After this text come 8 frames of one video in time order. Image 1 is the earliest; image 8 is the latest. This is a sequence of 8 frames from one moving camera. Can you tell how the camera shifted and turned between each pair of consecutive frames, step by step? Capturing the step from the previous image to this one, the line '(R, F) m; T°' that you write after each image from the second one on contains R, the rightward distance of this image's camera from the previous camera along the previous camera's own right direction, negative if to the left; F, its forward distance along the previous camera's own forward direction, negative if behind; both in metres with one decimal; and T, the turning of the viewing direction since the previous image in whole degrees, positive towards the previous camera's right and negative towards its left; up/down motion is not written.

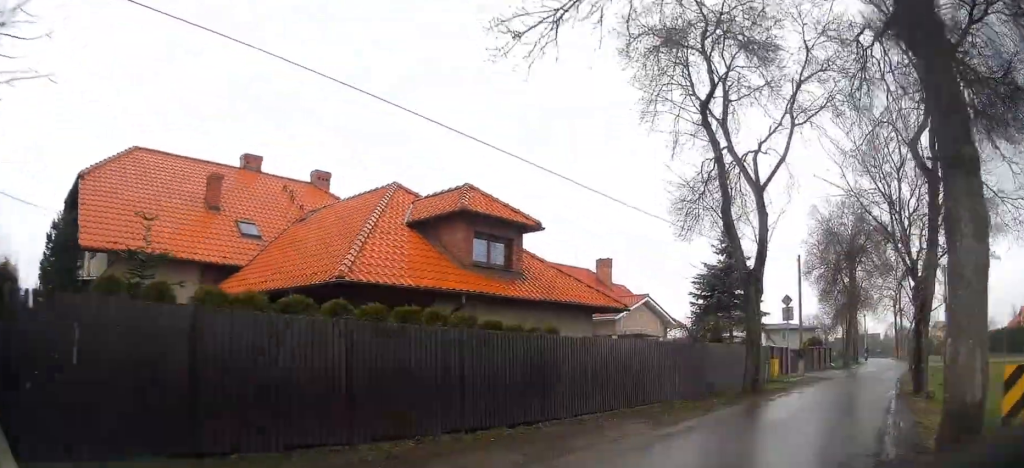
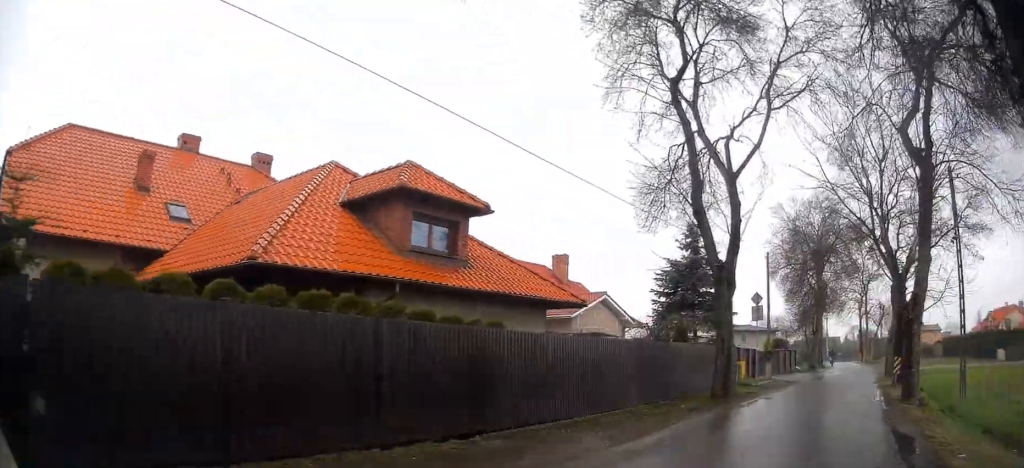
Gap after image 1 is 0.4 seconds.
(-0.2, +1.6) m; +6°
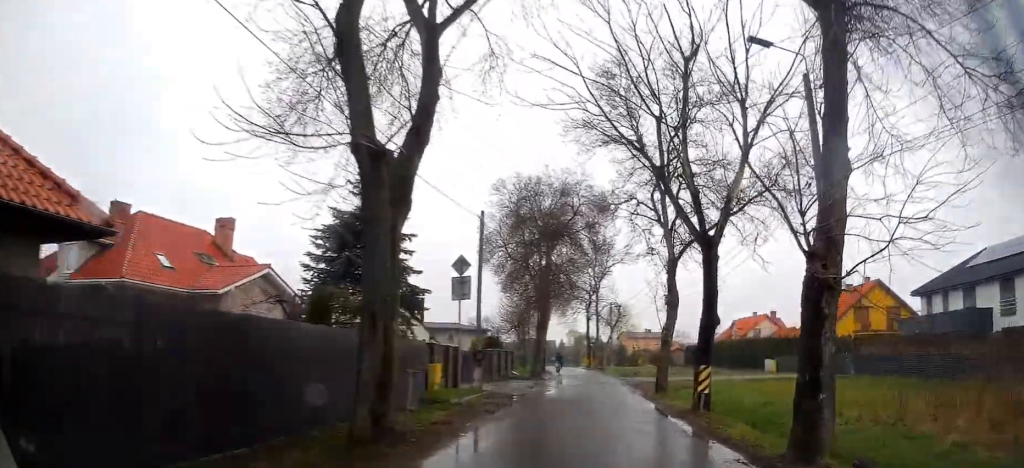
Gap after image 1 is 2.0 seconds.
(+2.1, +8.4) m; +20°
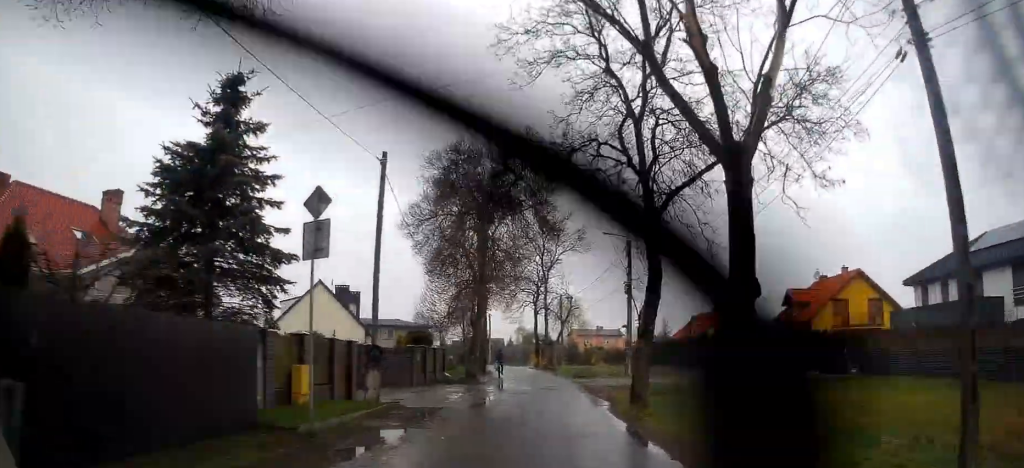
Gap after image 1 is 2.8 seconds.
(+0.3, +5.8) m; +4°
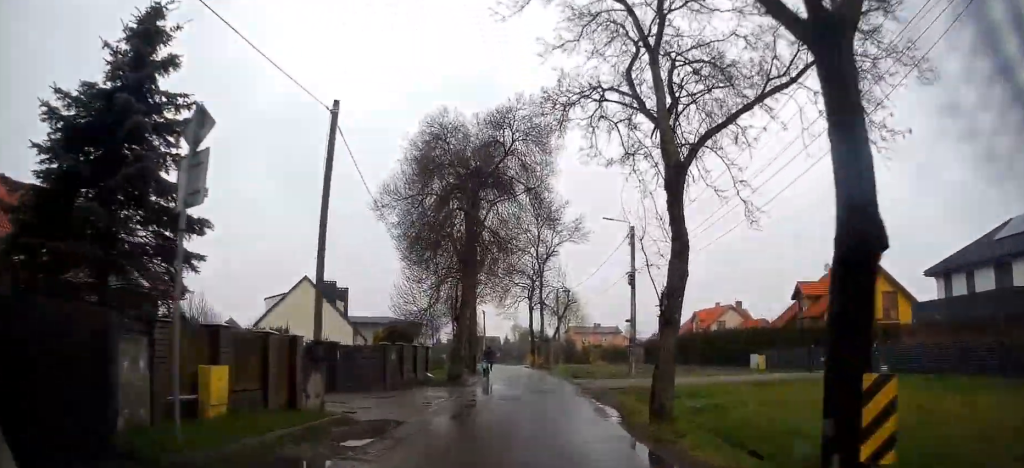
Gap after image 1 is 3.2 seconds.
(0.0, +3.2) m; +1°
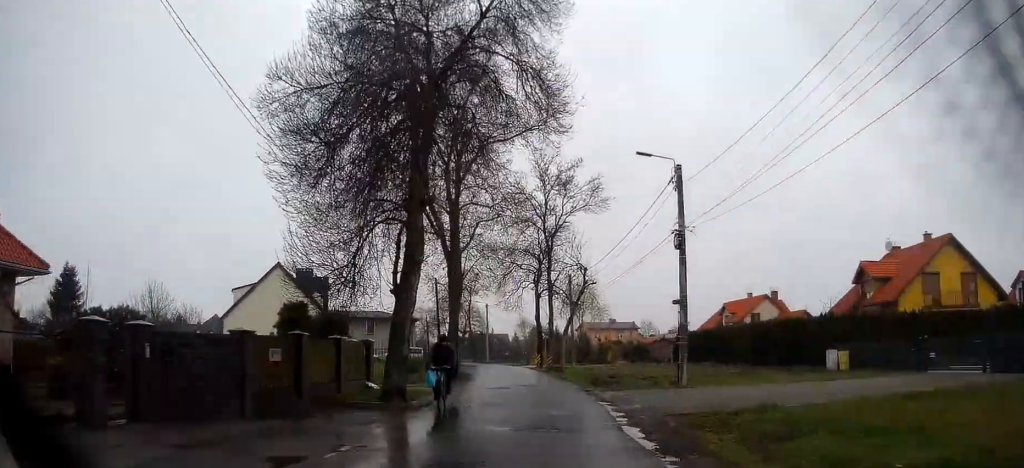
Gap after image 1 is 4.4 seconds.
(+0.3, +10.4) m; 0°
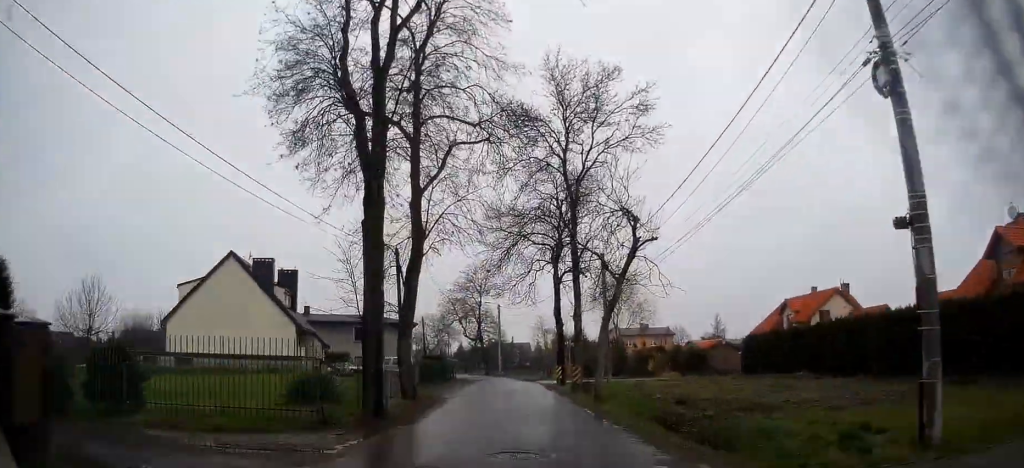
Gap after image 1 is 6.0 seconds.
(-0.3, +14.9) m; -1°
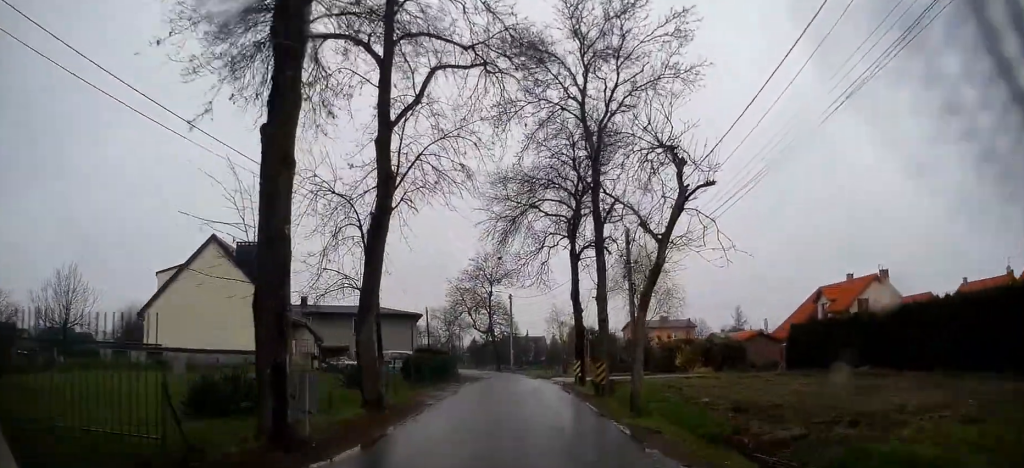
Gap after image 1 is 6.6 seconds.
(+0.1, +5.6) m; -1°
